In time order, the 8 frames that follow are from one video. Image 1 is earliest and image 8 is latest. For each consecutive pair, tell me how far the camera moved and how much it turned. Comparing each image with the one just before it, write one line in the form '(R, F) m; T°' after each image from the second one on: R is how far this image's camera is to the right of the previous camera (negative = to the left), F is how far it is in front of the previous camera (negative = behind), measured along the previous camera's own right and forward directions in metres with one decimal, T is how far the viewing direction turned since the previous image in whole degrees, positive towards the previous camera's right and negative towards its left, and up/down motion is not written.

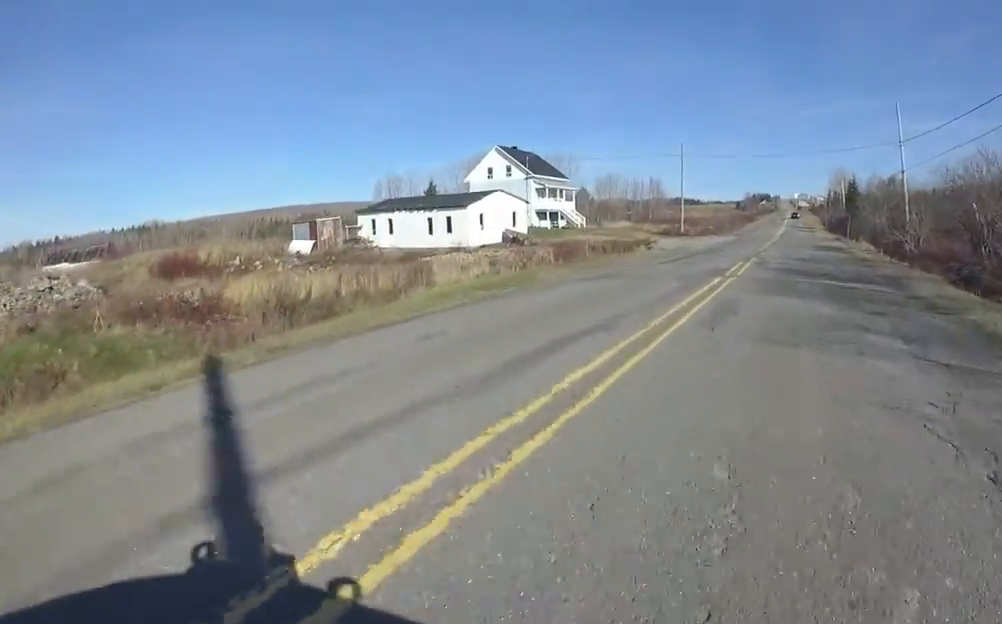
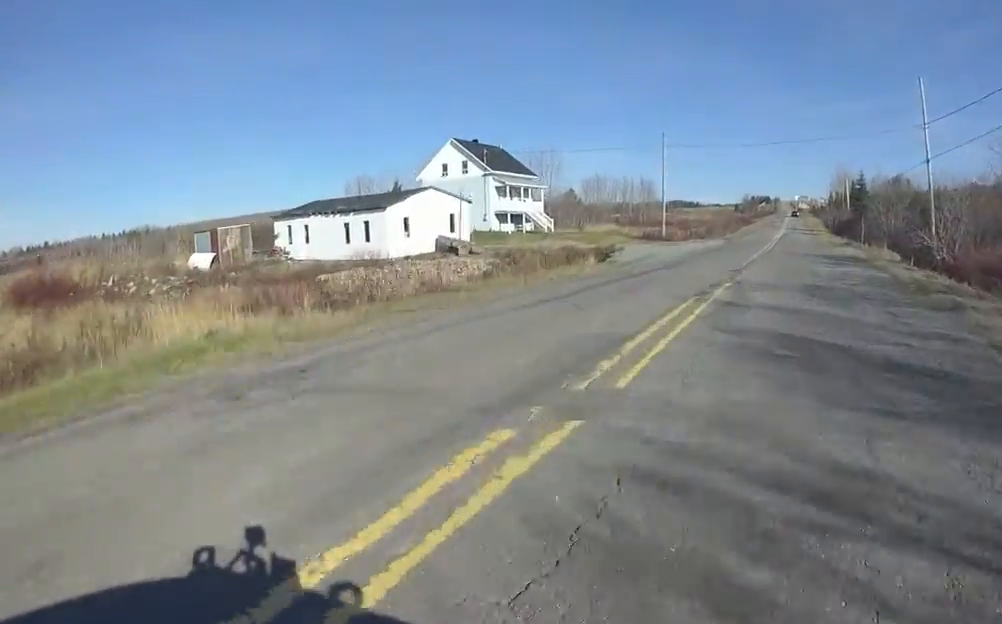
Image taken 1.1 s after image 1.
(-0.8, +7.8) m; -3°
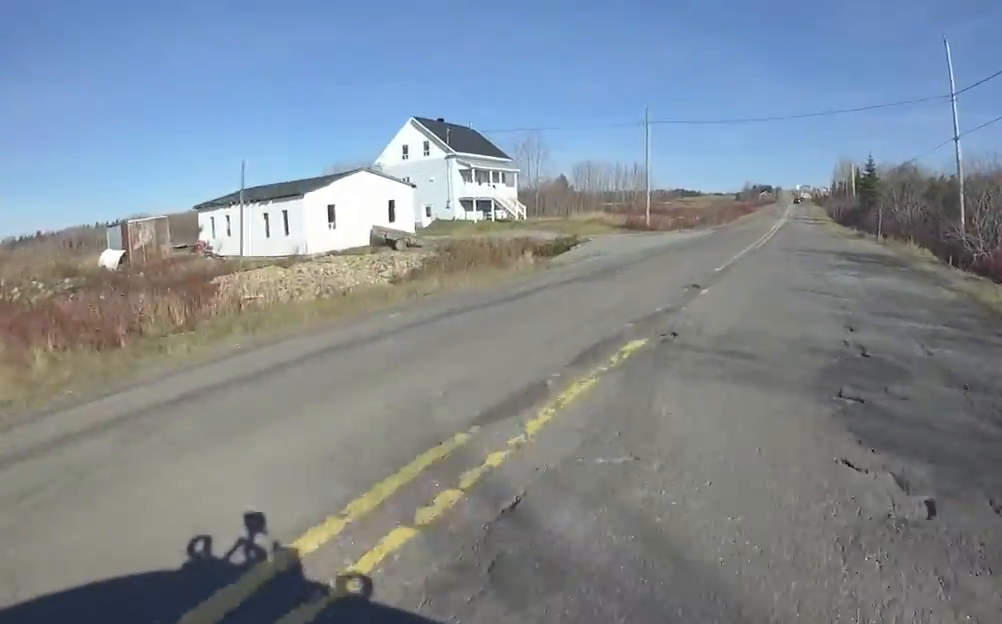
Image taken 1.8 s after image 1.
(+0.4, +5.9) m; 0°
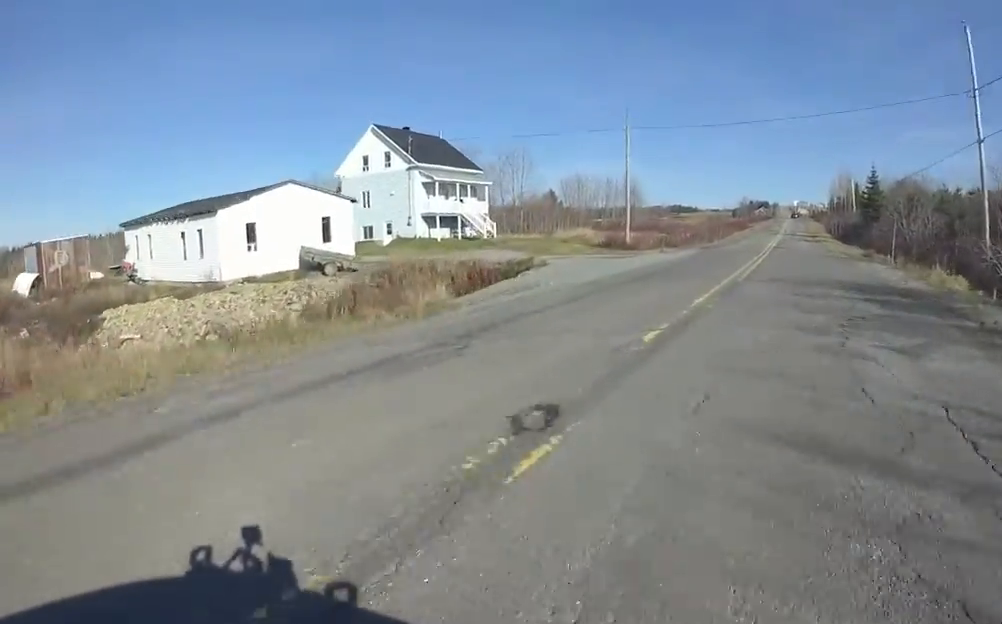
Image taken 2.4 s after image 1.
(0.0, +4.7) m; 0°
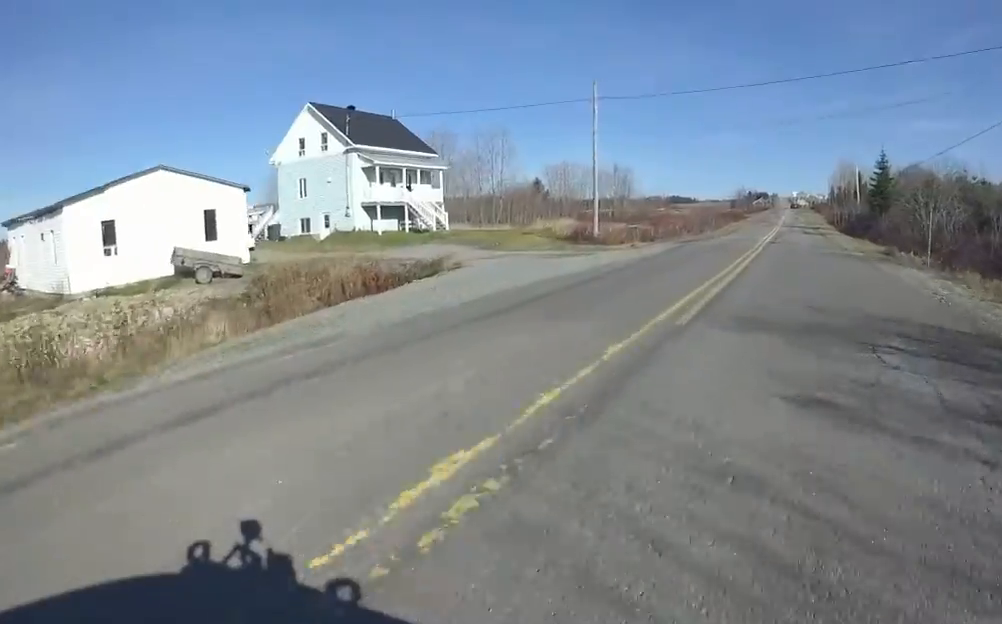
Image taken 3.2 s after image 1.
(-0.5, +6.4) m; +1°
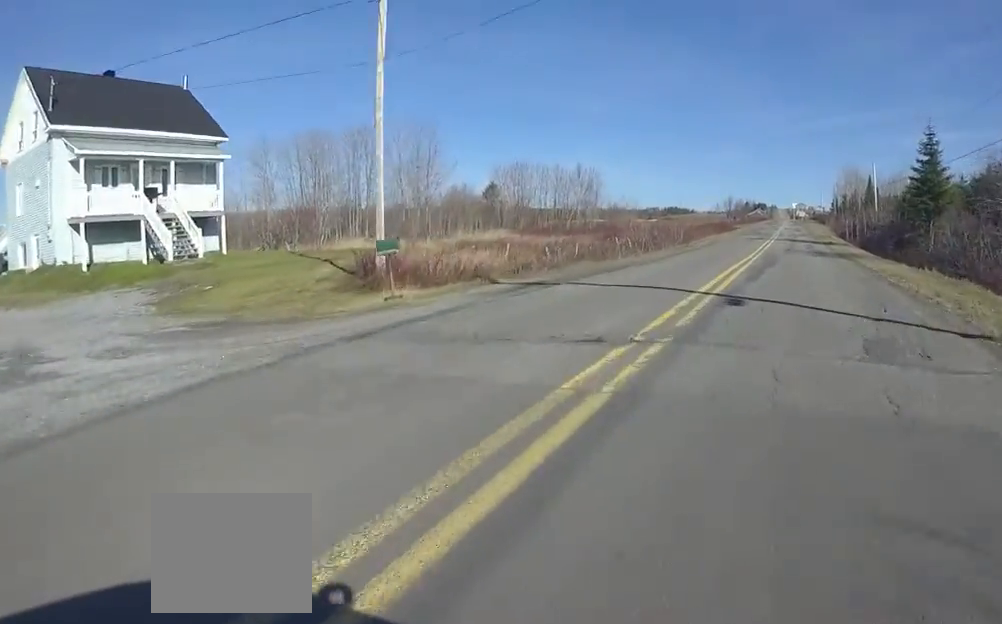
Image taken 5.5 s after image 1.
(+1.0, +19.1) m; 0°
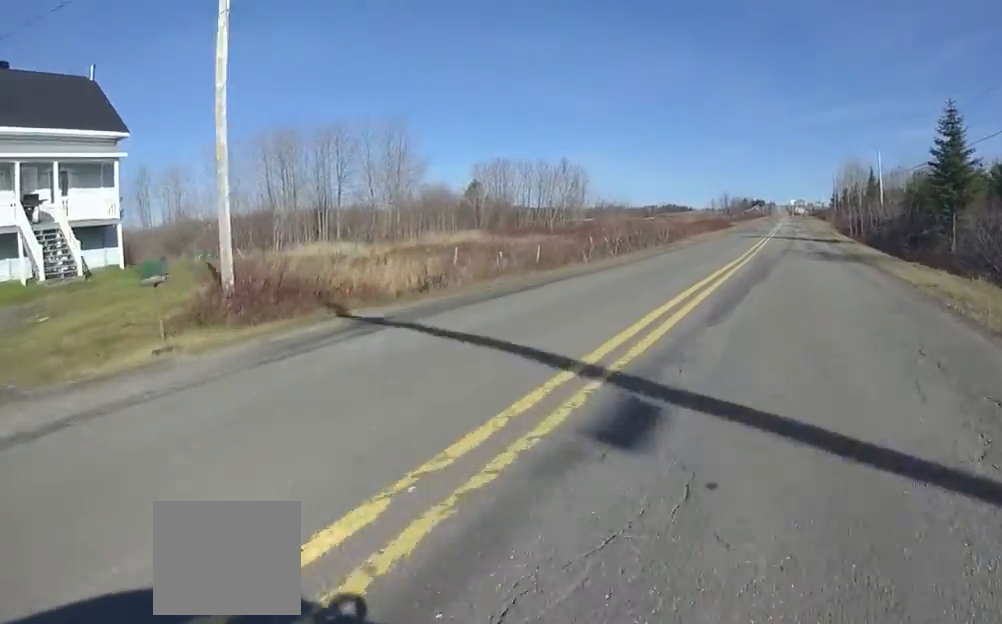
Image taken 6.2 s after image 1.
(-0.4, +5.2) m; 0°
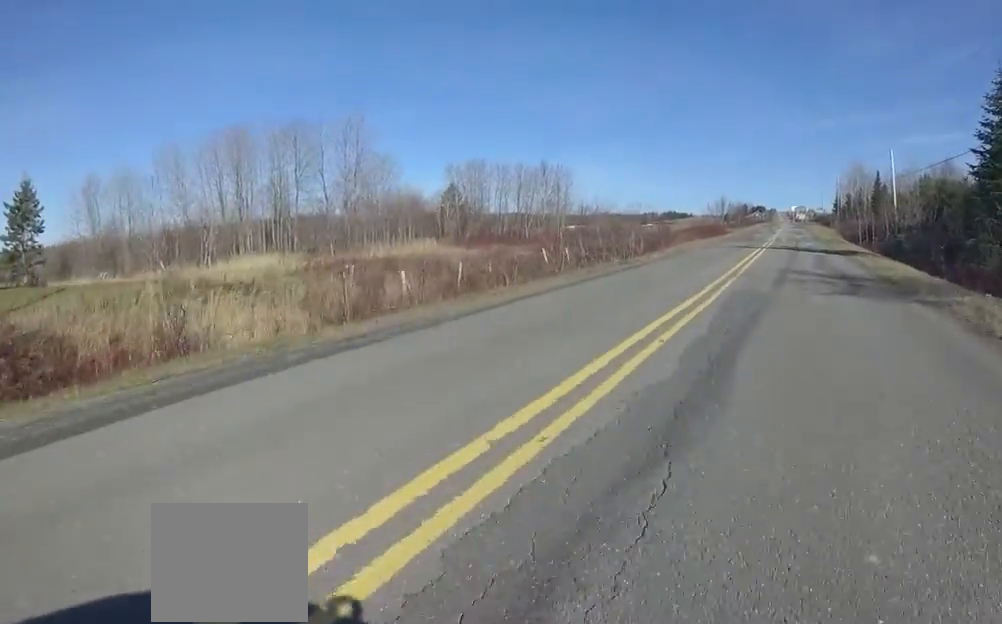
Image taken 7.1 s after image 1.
(+0.6, +7.3) m; +5°
